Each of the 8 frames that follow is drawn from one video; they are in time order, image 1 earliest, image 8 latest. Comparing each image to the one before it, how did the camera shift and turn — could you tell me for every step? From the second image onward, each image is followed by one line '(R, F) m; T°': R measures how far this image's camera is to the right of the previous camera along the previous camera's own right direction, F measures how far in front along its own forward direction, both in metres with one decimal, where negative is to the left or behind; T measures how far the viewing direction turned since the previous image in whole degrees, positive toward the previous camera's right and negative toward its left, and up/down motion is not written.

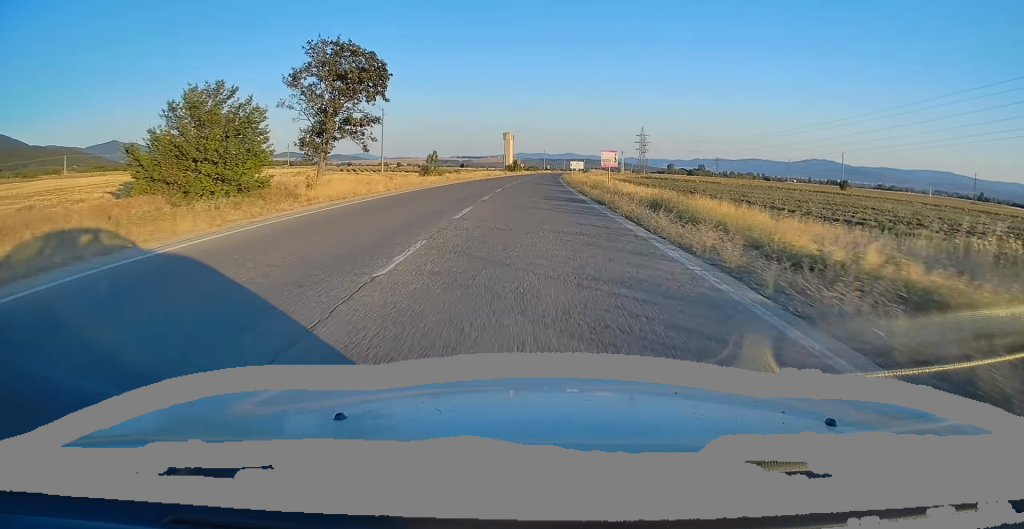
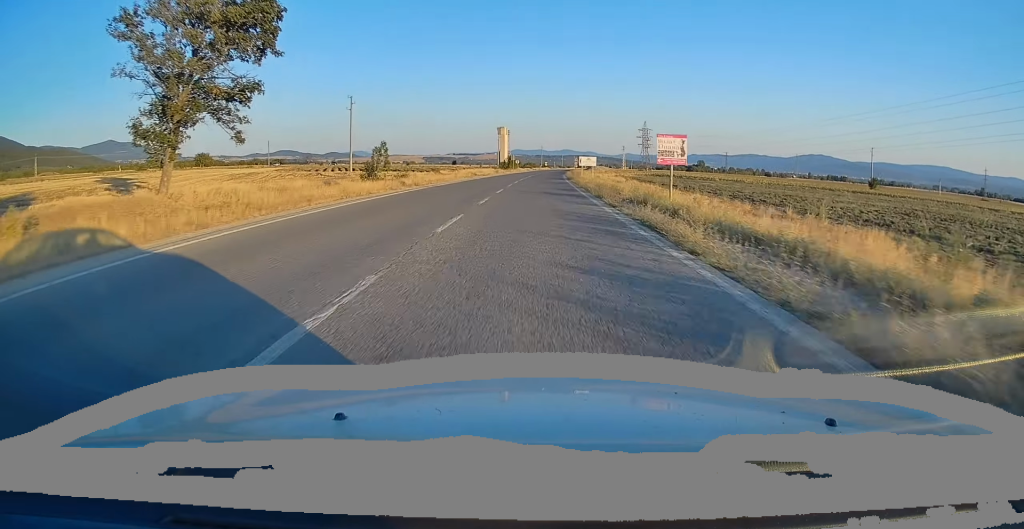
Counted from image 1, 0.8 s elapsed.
(+0.1, +18.1) m; 0°
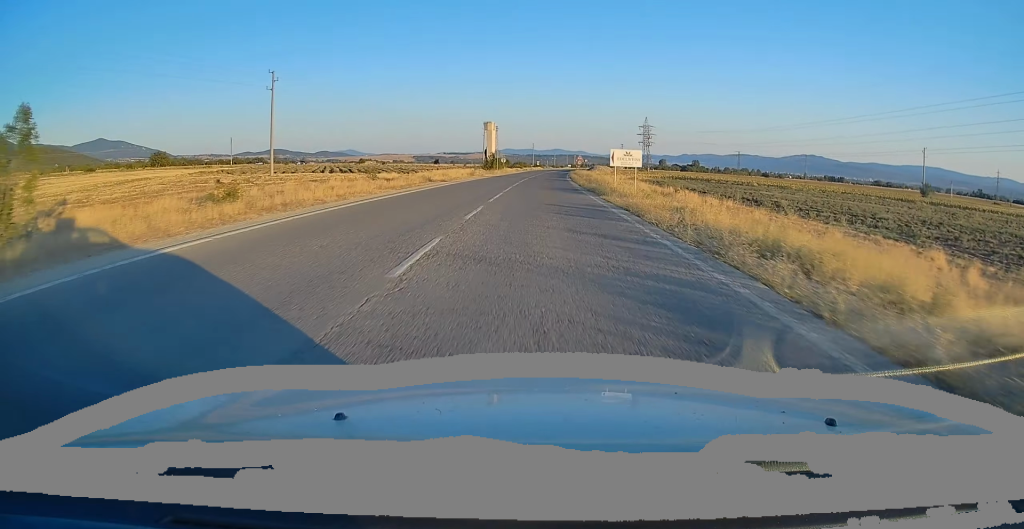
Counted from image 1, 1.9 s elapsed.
(+0.1, +27.4) m; +1°
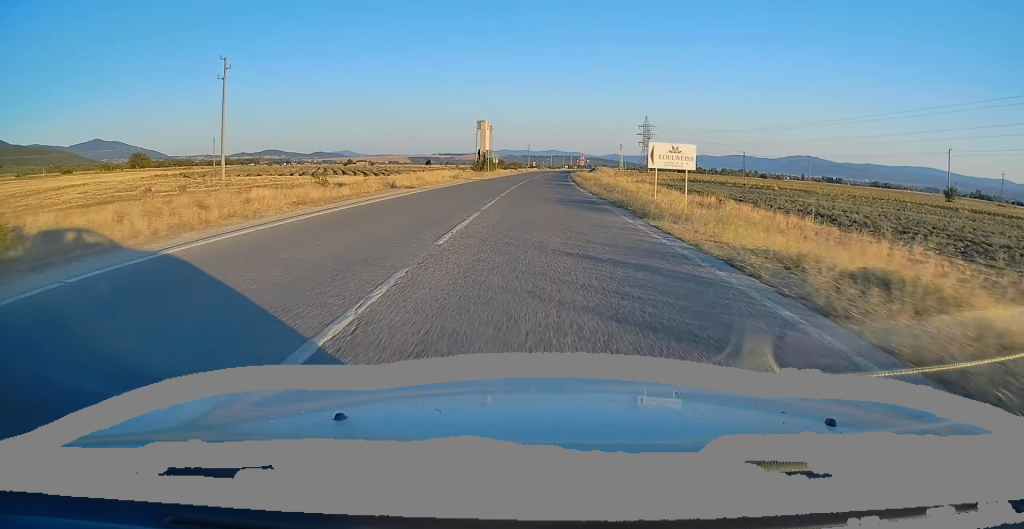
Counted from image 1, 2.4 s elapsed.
(0.0, +11.0) m; 0°
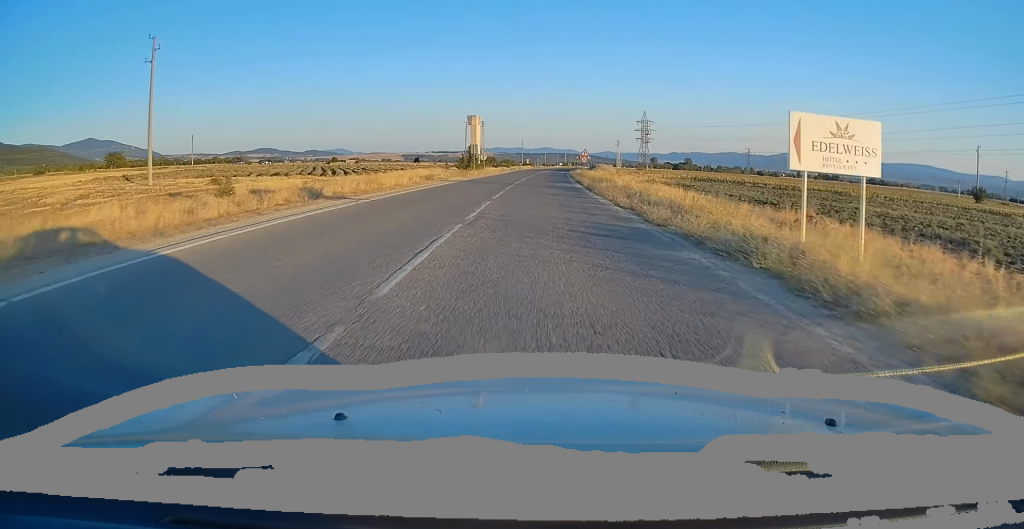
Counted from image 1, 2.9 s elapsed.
(+0.1, +11.9) m; 0°
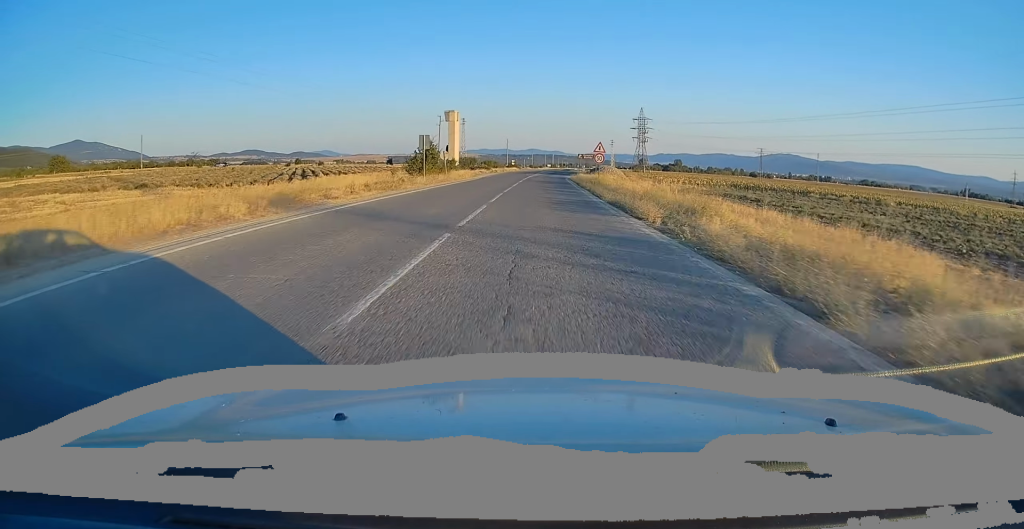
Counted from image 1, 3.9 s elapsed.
(+0.1, +24.1) m; +1°
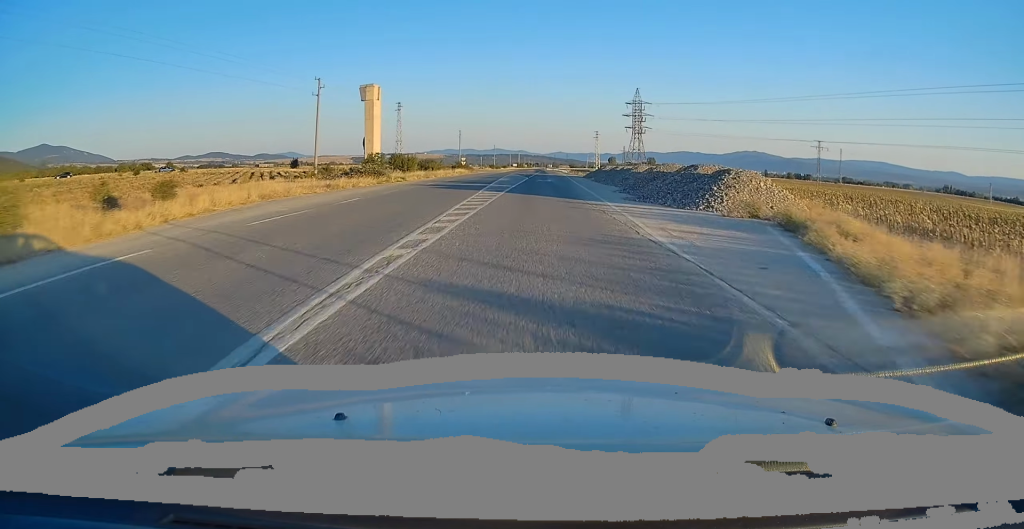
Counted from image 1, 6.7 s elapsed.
(+1.7, +61.6) m; +3°
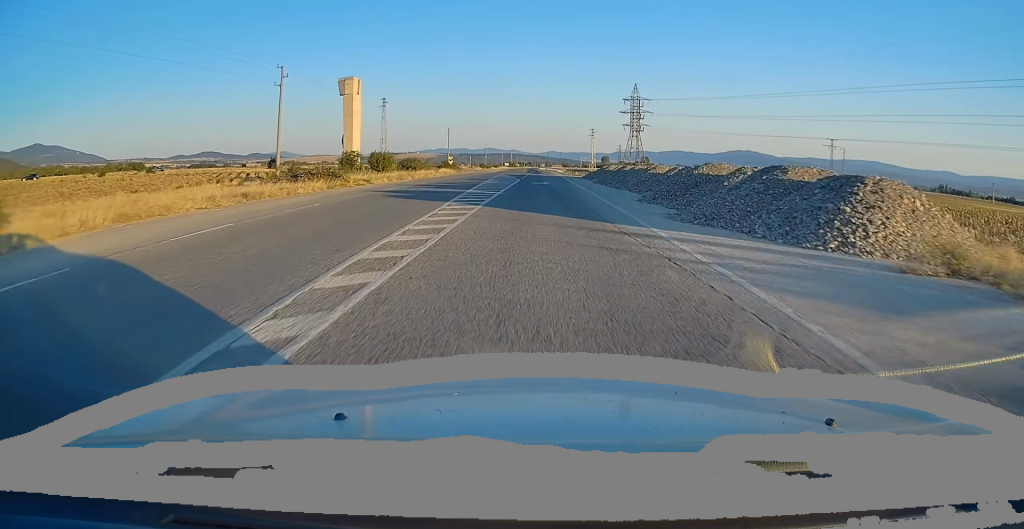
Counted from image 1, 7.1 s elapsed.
(-0.1, +9.4) m; +1°
